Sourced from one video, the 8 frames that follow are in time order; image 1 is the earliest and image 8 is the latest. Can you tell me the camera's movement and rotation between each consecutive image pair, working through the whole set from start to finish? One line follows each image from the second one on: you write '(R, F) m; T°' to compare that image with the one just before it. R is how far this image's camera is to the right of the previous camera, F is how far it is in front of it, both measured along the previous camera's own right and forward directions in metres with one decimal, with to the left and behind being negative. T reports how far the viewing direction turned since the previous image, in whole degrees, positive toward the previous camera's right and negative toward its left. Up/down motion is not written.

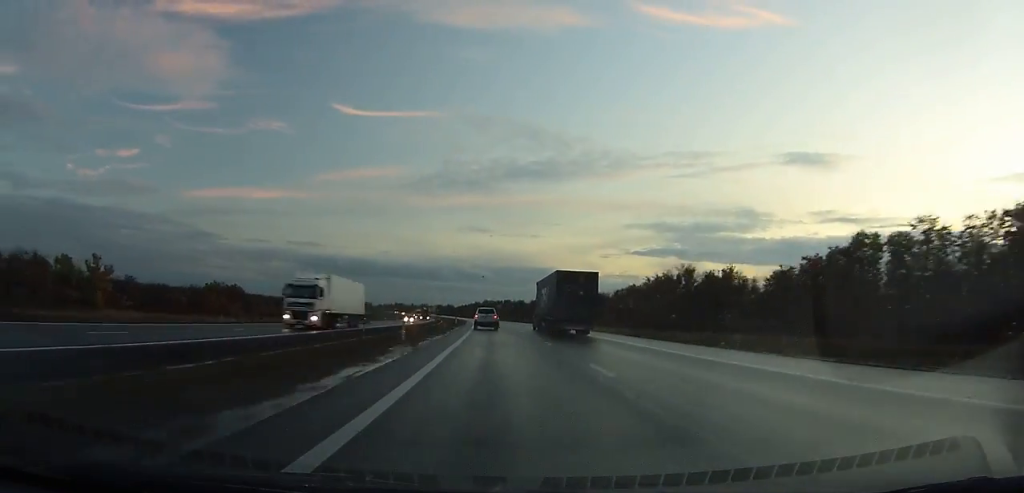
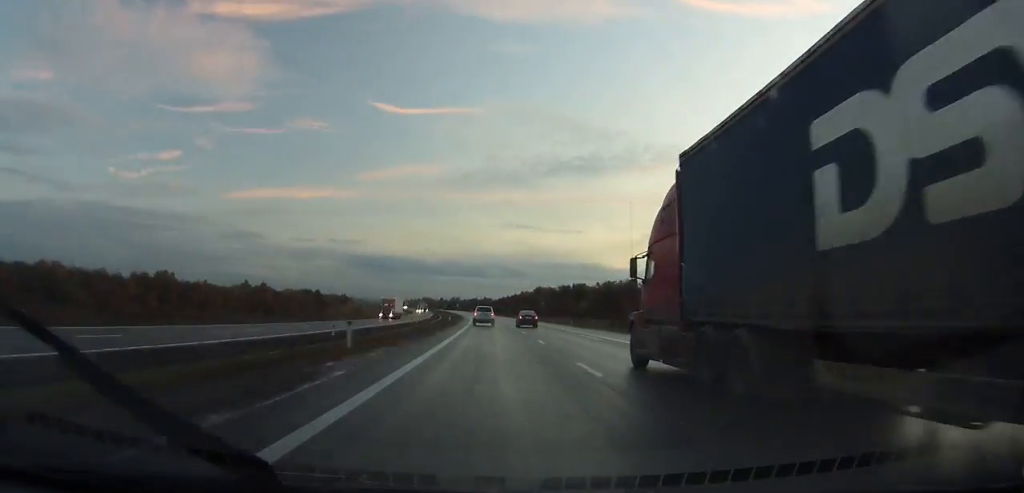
(-4.4, +153.6) m; -4°
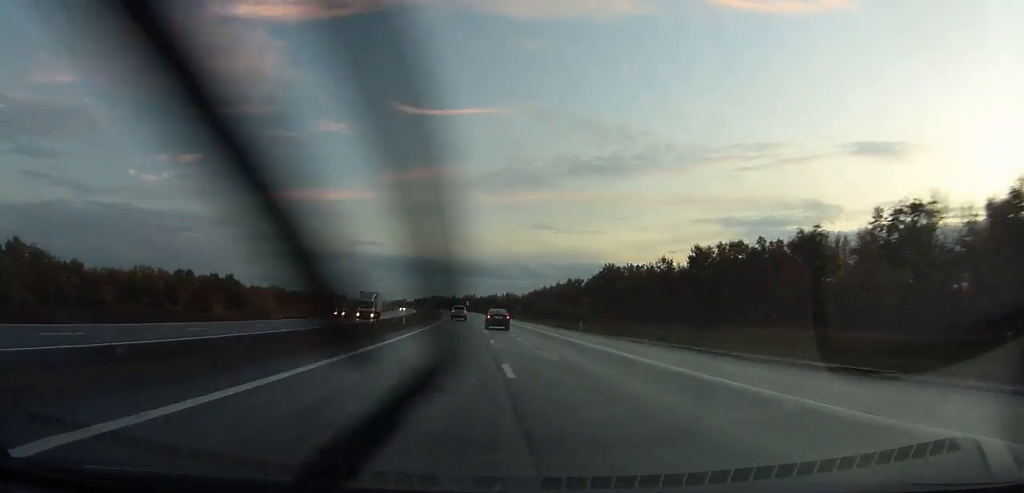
(-3.0, +117.5) m; -3°
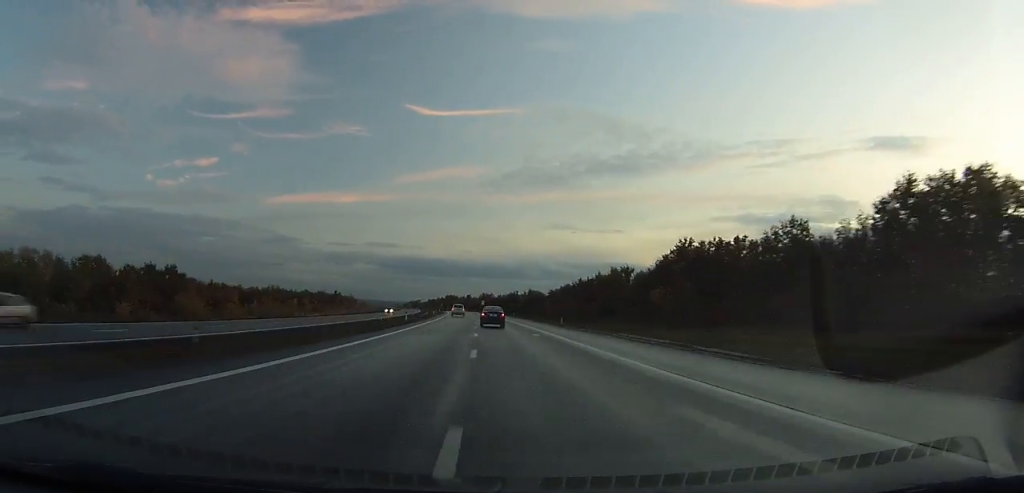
(+0.2, +43.0) m; -1°
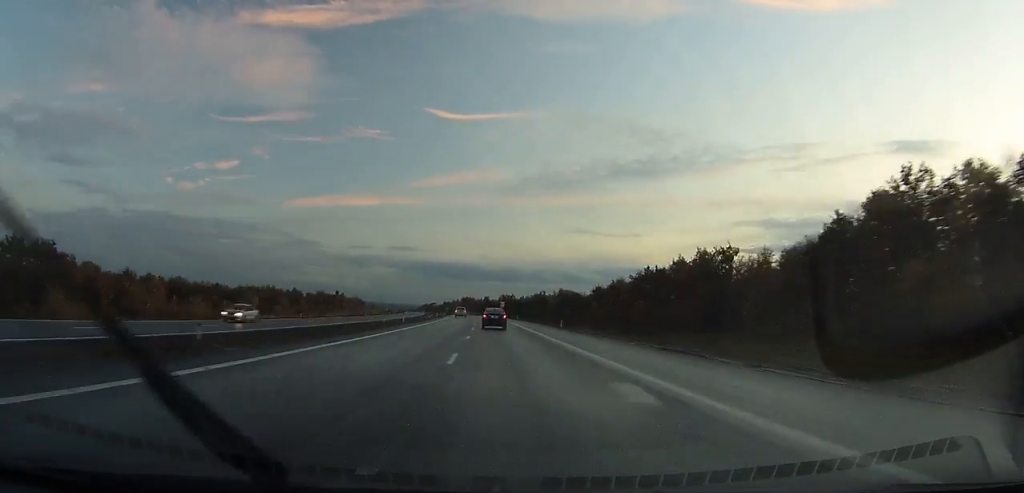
(-1.3, +51.3) m; -2°
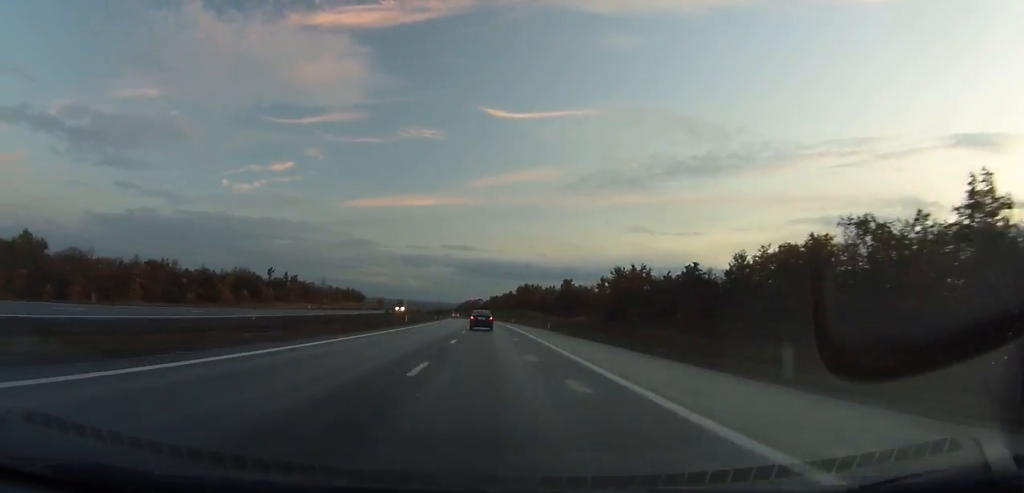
(-11.3, +197.1) m; -6°
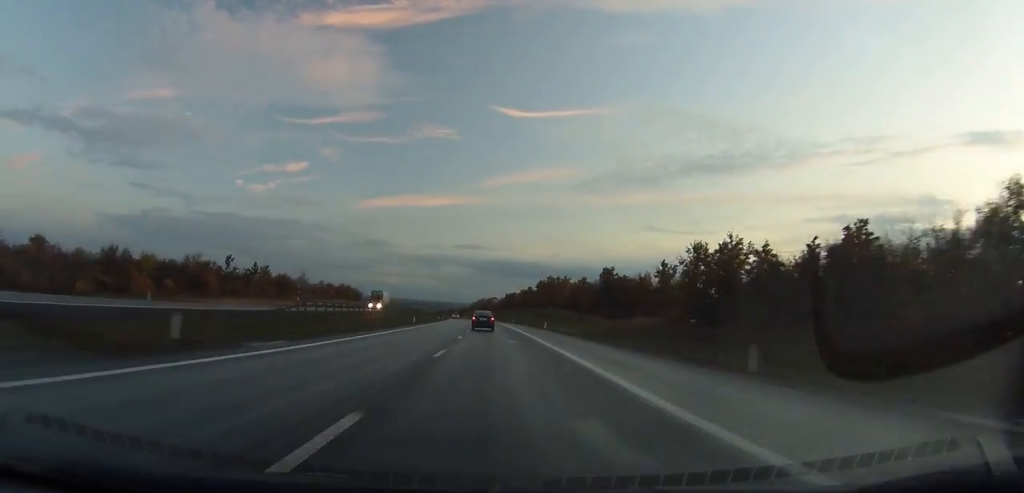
(-0.7, +45.5) m; -1°
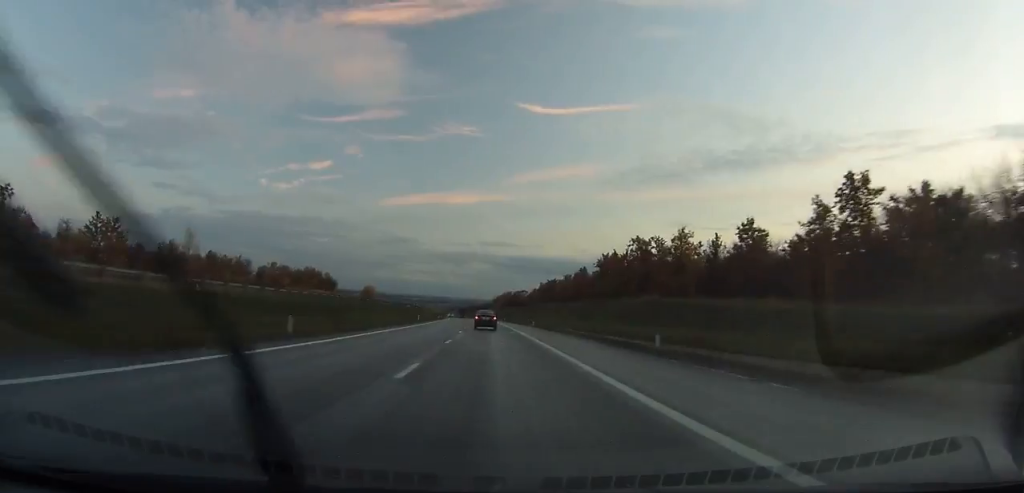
(-1.9, +91.9) m; -2°
